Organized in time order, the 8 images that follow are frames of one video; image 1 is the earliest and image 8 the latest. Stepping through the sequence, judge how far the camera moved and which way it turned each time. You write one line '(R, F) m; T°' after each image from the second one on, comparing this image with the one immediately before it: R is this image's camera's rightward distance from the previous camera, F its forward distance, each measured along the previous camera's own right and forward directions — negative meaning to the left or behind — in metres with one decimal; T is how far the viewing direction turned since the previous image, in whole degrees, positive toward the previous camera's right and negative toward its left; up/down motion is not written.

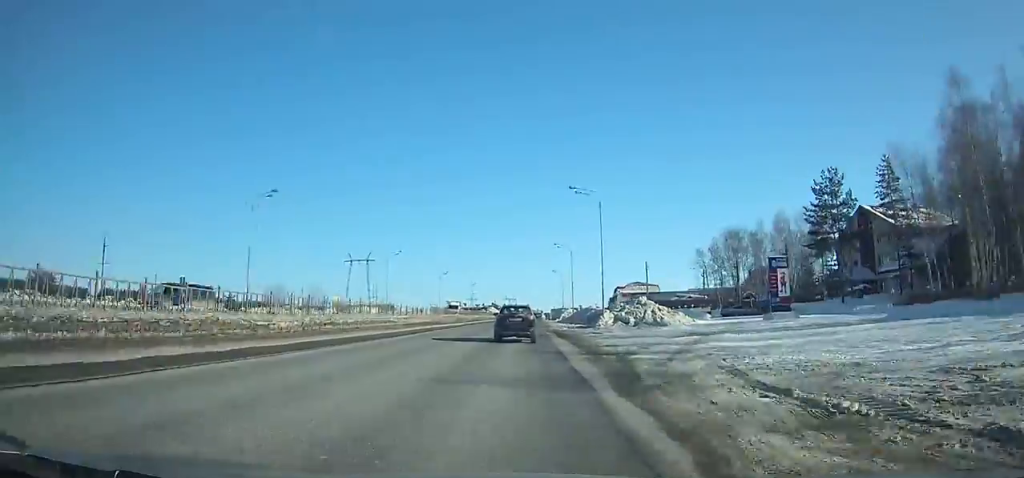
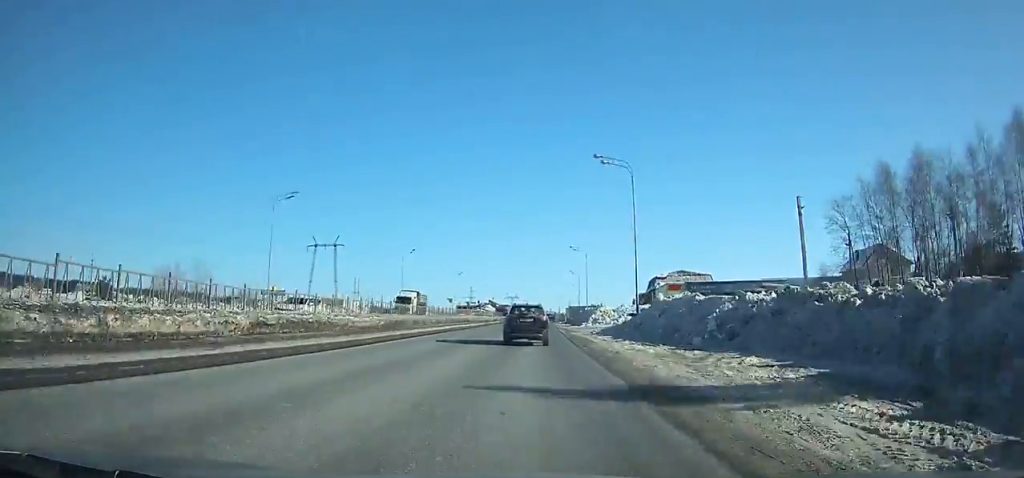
(-0.2, +50.0) m; 0°
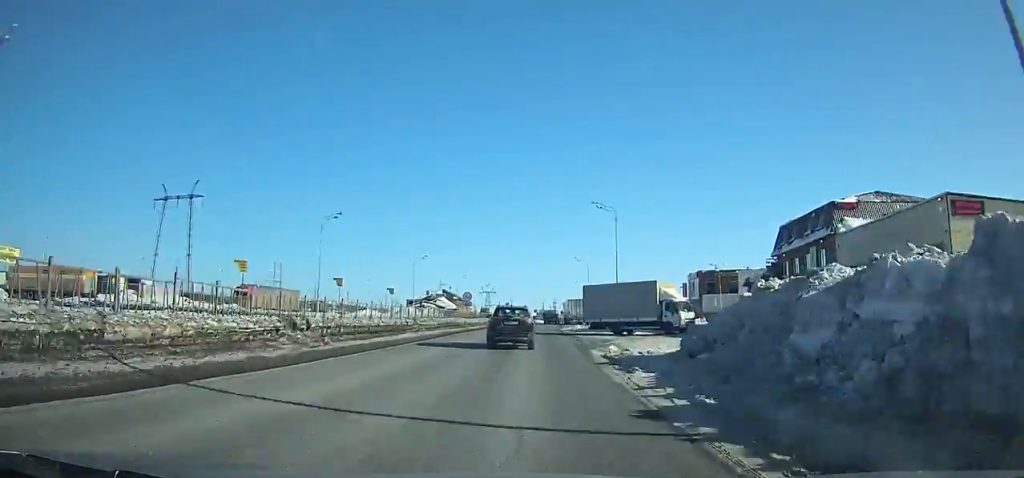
(+0.9, +84.9) m; +1°
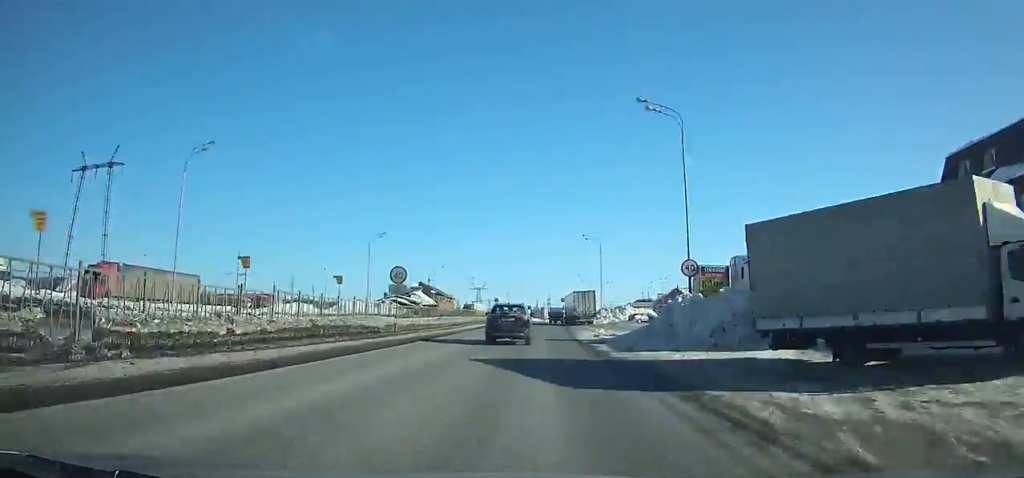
(+0.1, +27.2) m; +1°
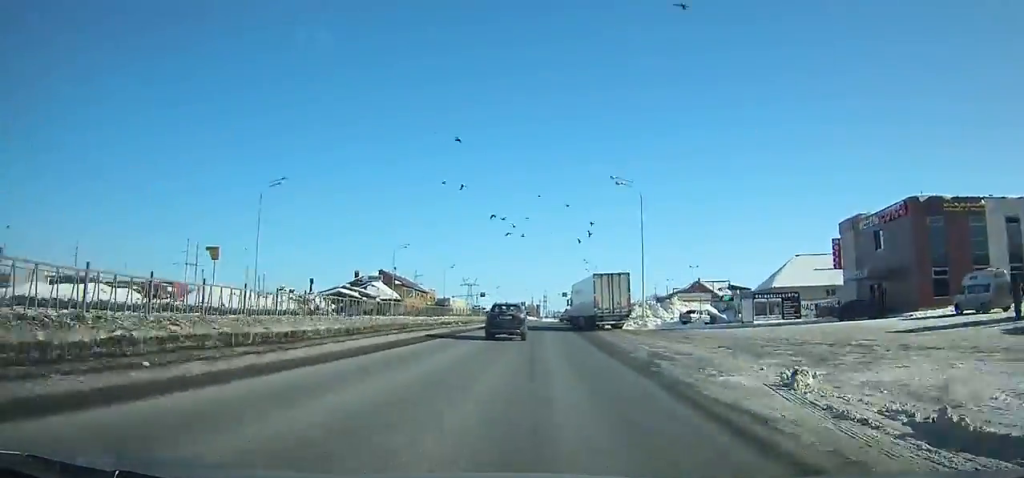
(+0.2, +33.5) m; 0°
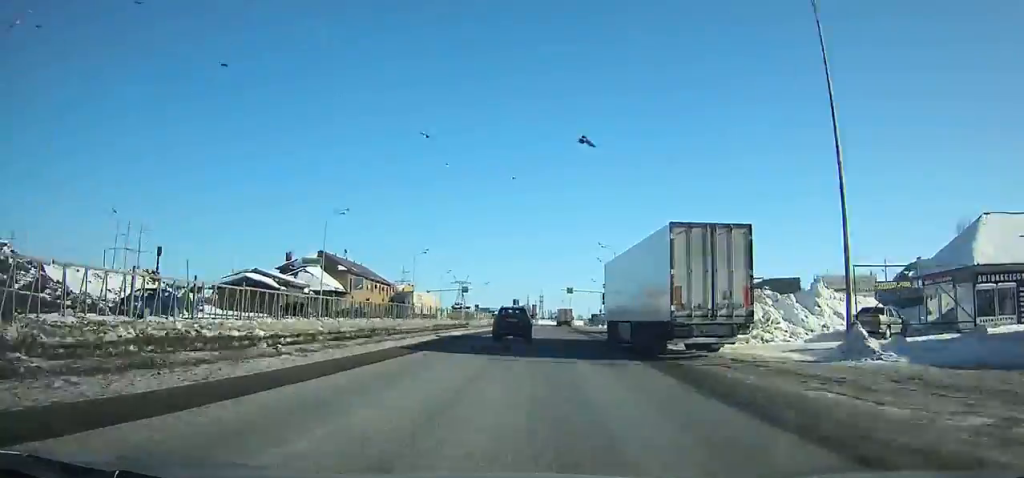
(+0.1, +30.4) m; +1°
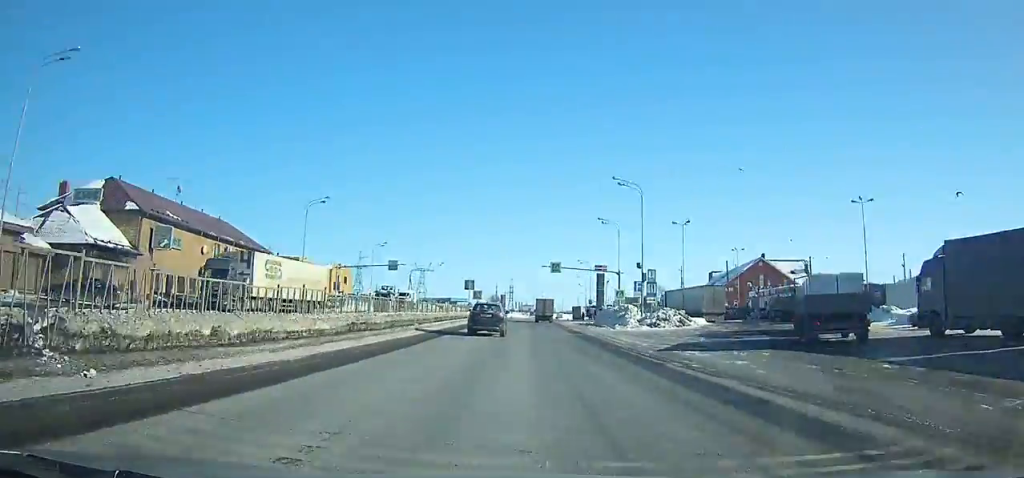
(+0.4, +39.2) m; +2°
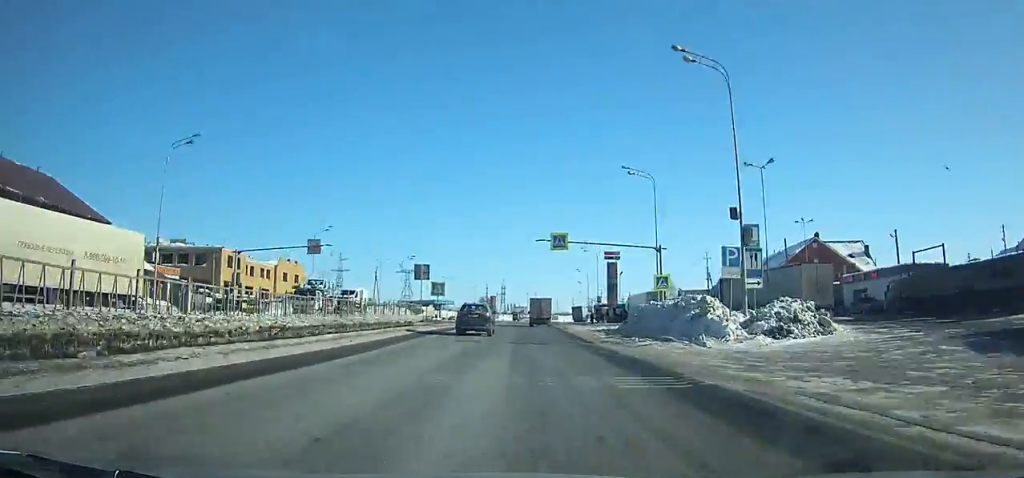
(+0.2, +24.6) m; +1°
